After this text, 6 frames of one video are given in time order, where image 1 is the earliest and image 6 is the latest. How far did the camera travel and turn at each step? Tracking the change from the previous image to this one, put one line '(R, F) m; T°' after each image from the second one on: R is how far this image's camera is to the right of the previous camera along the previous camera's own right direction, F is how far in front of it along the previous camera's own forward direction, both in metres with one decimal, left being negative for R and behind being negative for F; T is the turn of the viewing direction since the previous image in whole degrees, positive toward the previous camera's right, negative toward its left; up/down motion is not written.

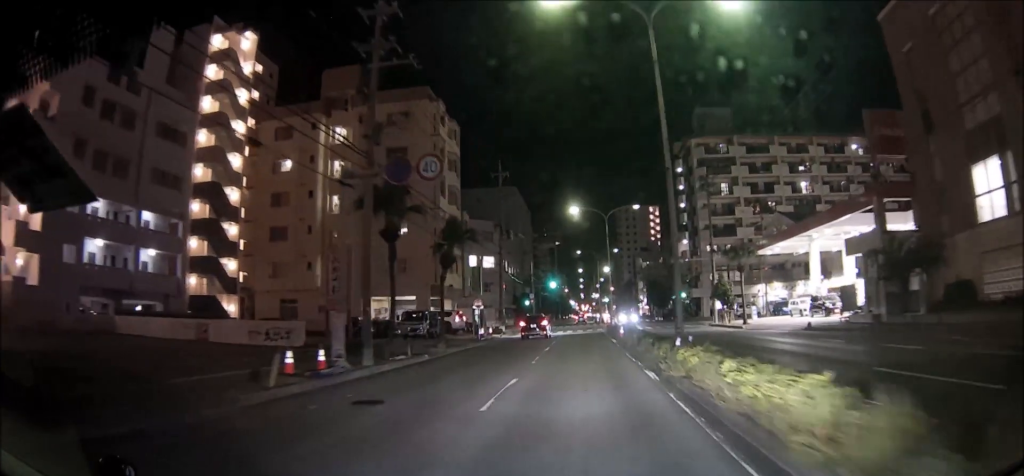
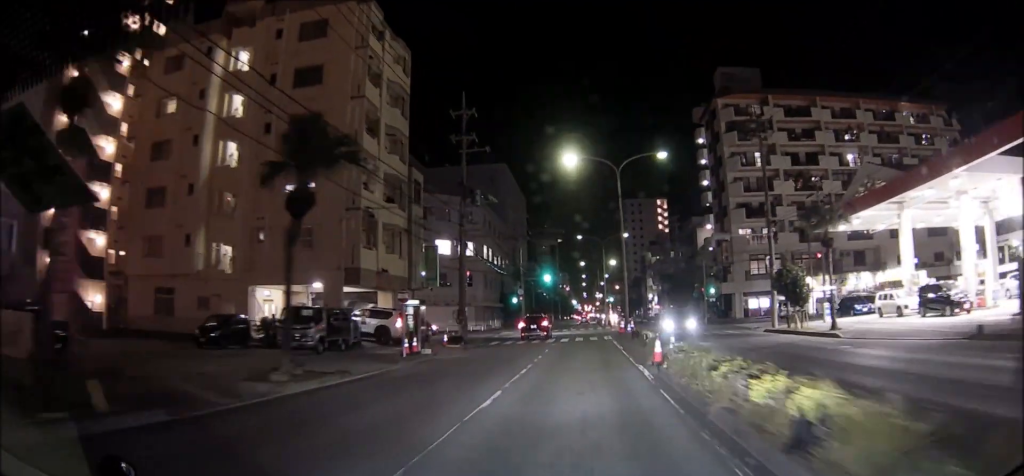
(0.0, +17.0) m; 0°
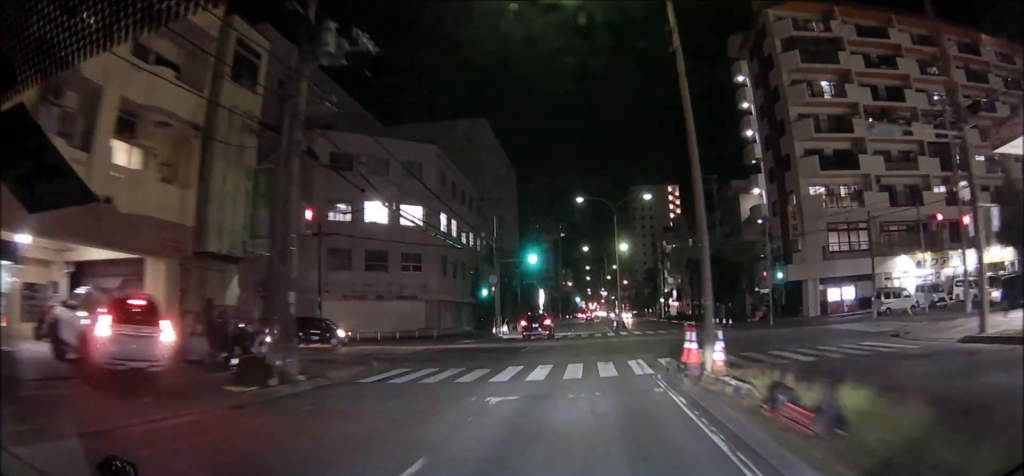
(0.0, +22.1) m; 0°
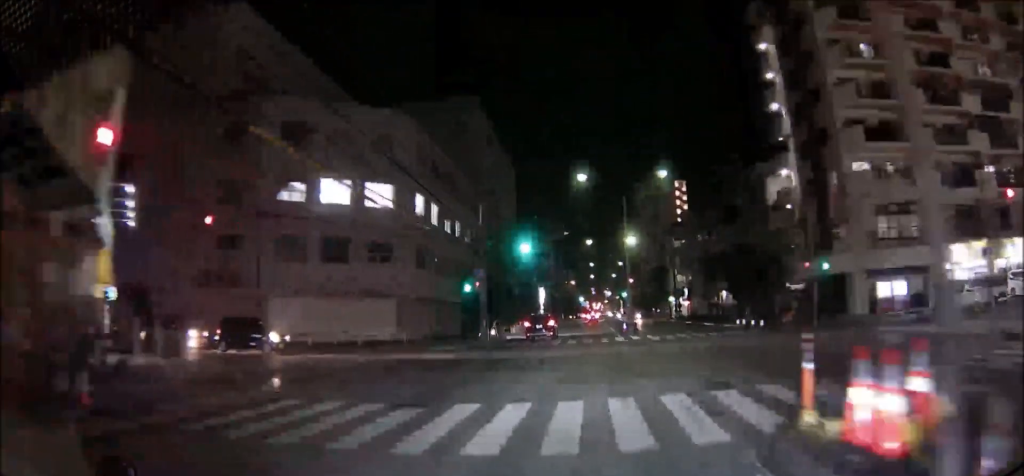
(0.0, +8.0) m; 0°
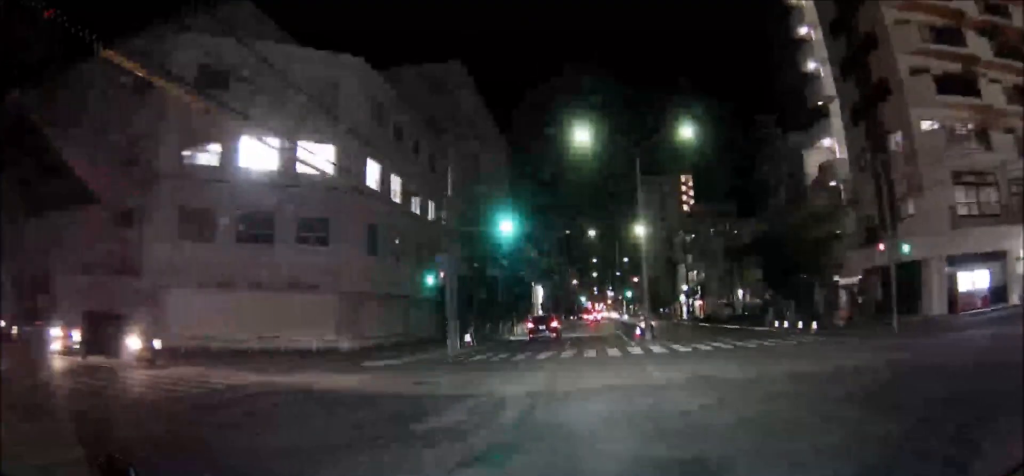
(0.0, +9.6) m; 0°
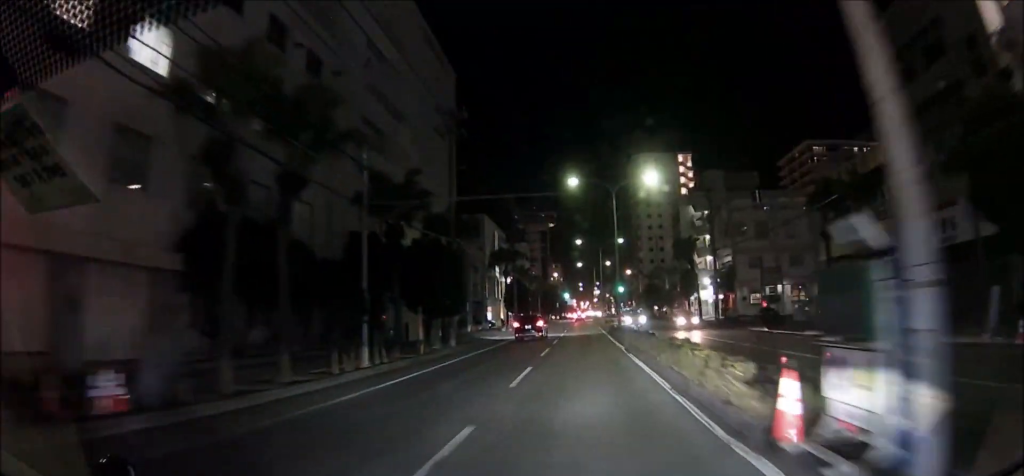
(0.0, +23.9) m; 0°
